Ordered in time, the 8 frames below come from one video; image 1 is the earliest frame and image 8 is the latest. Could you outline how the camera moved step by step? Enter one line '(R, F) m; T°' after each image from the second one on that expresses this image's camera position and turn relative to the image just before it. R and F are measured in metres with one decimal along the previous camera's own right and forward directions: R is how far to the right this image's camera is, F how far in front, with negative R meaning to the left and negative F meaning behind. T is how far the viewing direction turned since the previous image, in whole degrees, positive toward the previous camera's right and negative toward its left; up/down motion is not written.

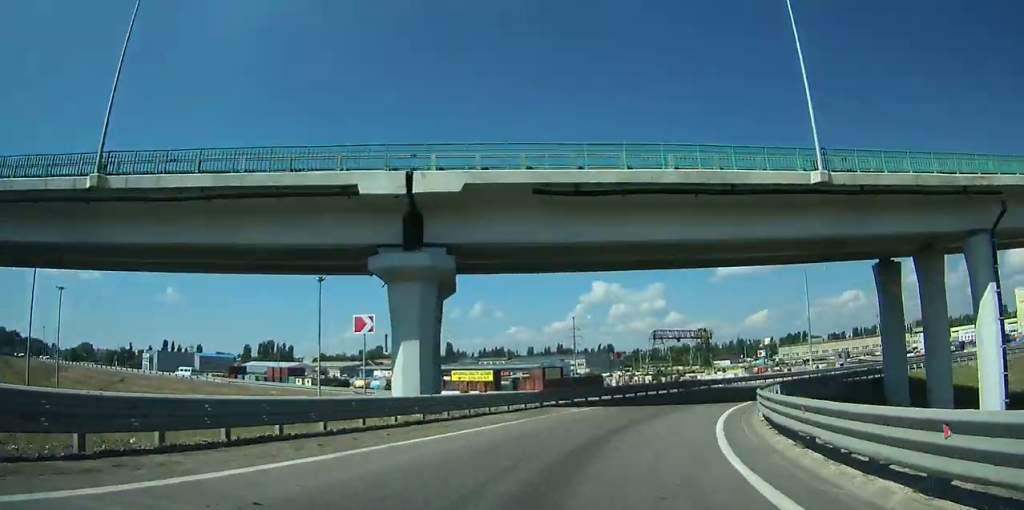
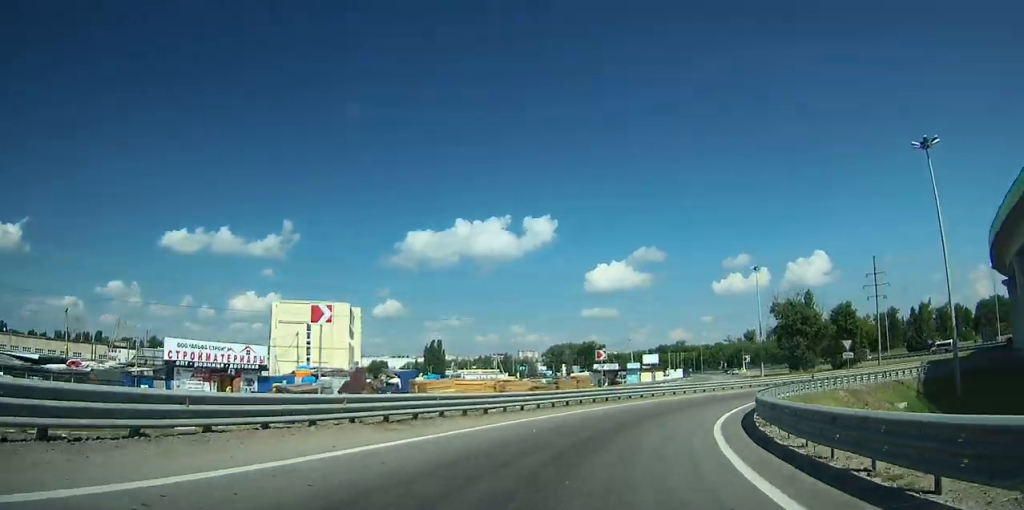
(+40.7, +52.2) m; +74°
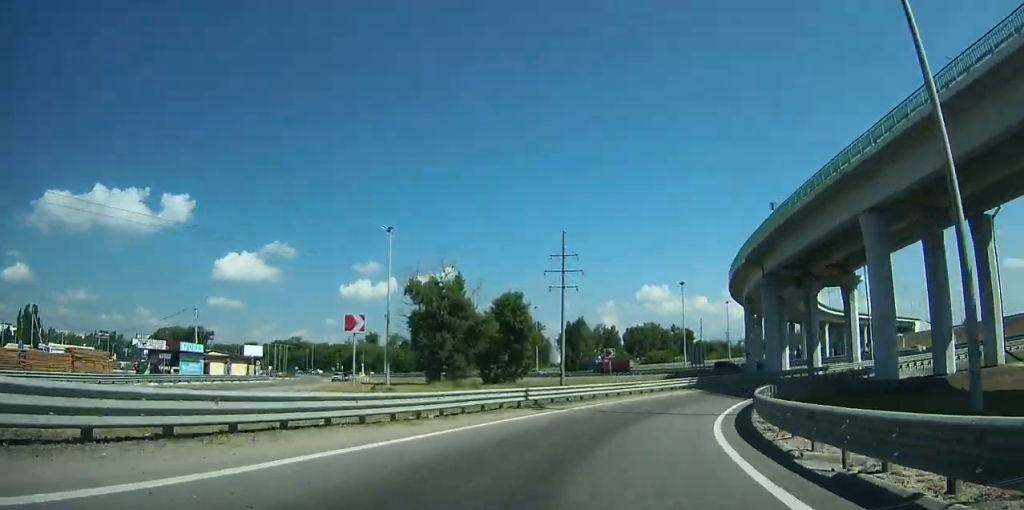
(+10.2, +33.4) m; +31°
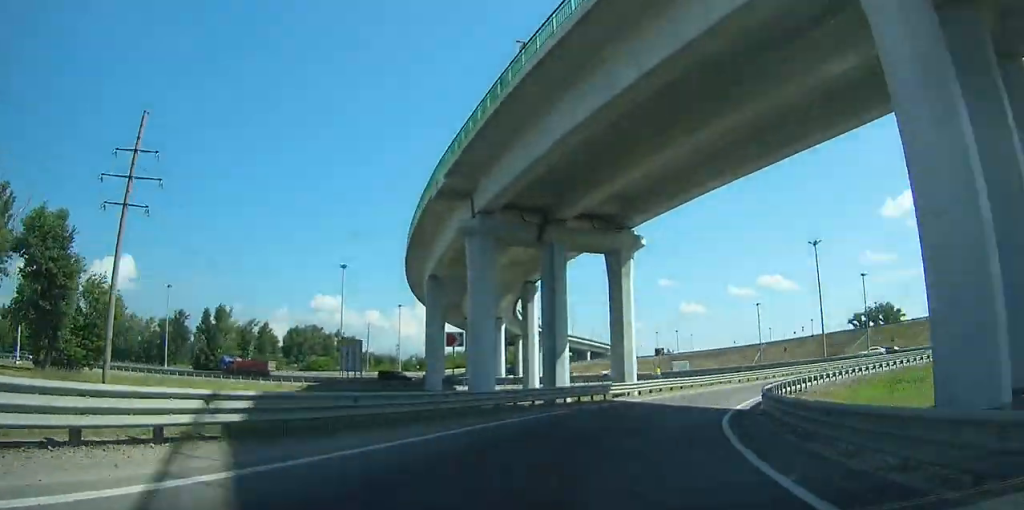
(+7.1, +31.4) m; +29°
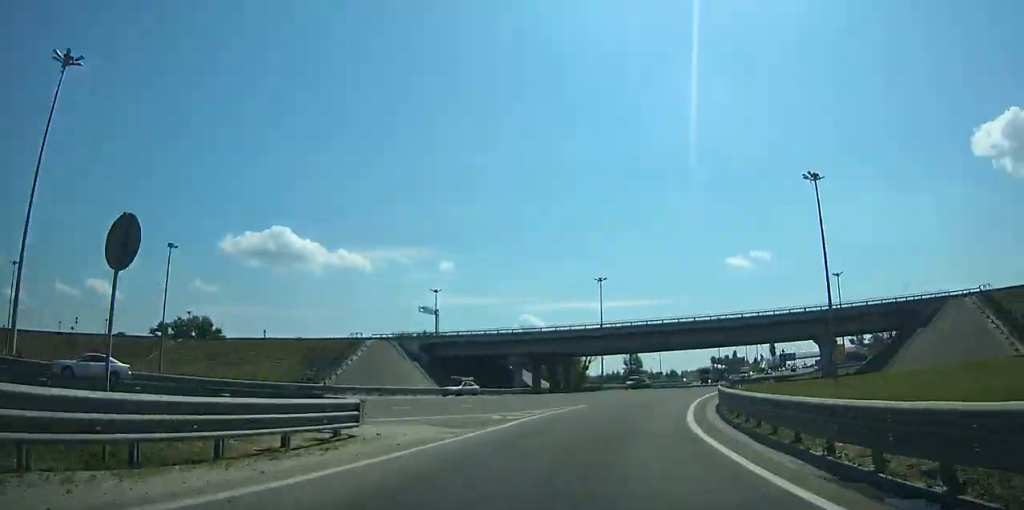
(+34.2, +53.7) m; +64°
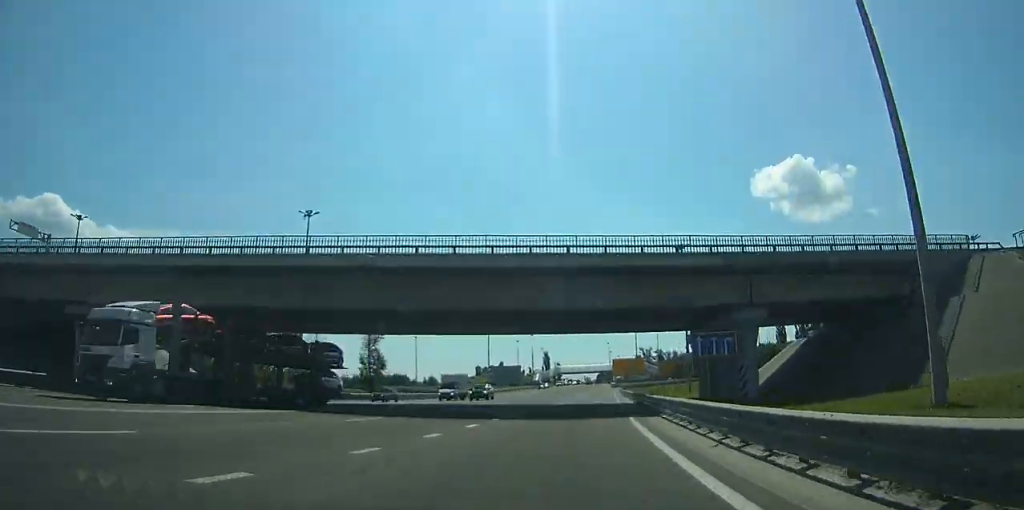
(+11.4, +46.8) m; +16°
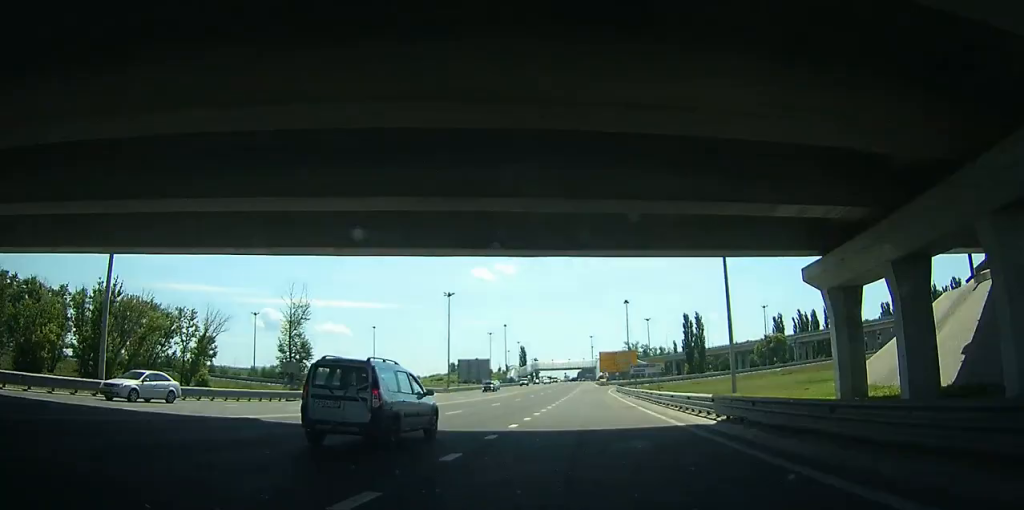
(+0.9, +30.3) m; +1°
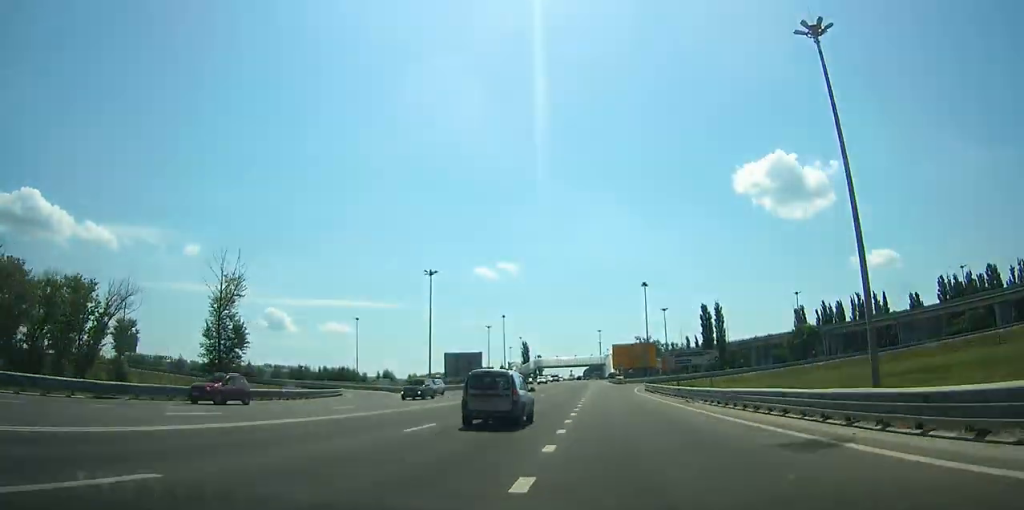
(+0.2, +24.7) m; +1°
